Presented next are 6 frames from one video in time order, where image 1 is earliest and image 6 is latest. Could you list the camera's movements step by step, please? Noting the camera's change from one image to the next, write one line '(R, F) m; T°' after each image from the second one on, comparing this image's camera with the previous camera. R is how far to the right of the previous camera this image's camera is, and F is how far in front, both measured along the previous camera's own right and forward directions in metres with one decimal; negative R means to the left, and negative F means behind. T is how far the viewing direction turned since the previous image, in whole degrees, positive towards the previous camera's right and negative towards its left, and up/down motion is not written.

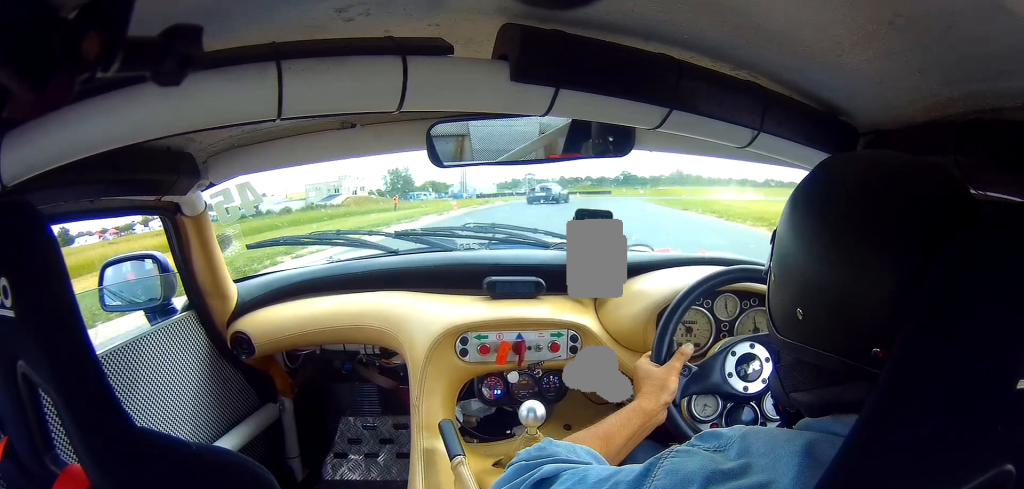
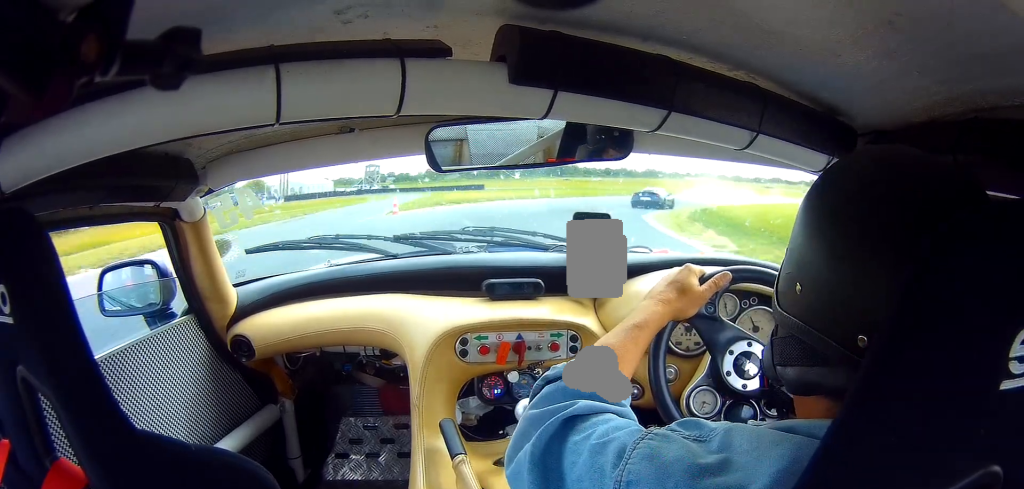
(+2.6, +48.4) m; +13°
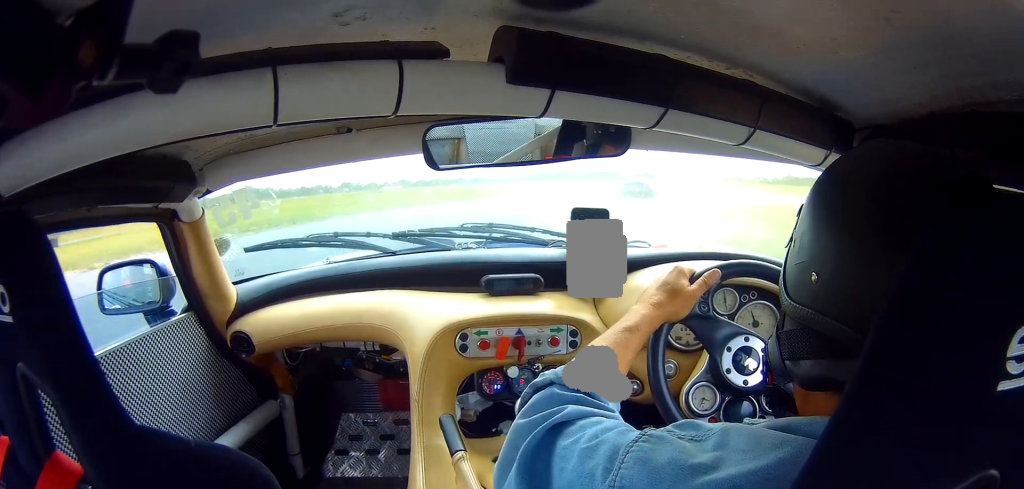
(+9.9, +46.1) m; +22°
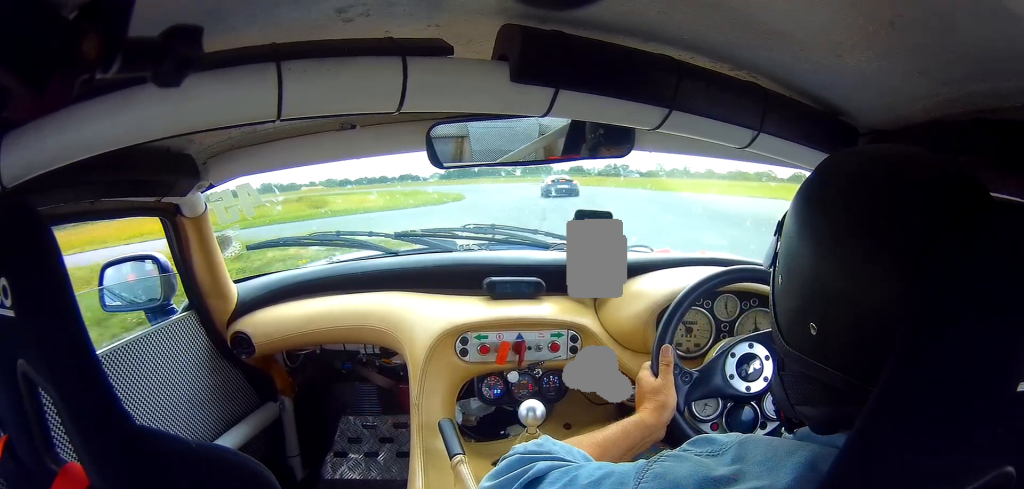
(+2.9, +46.1) m; -1°
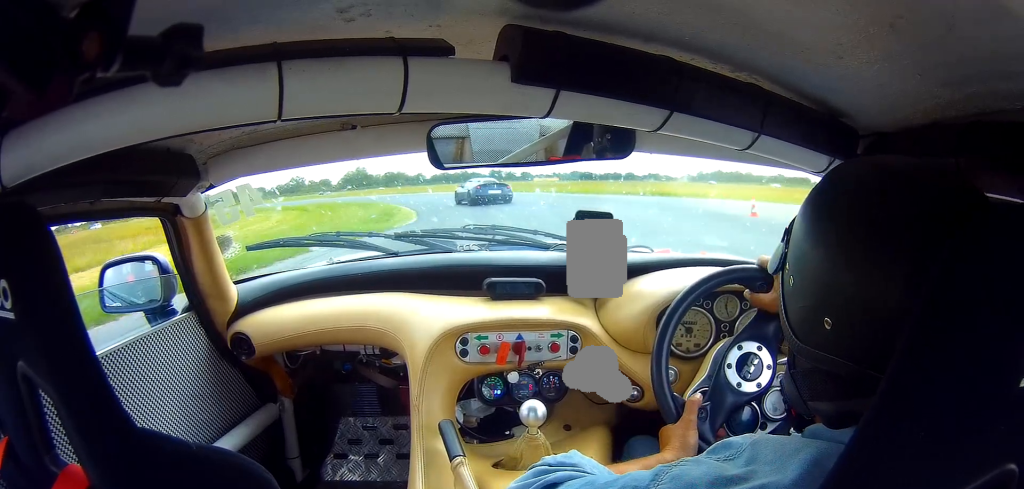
(-8.6, +63.1) m; -23°
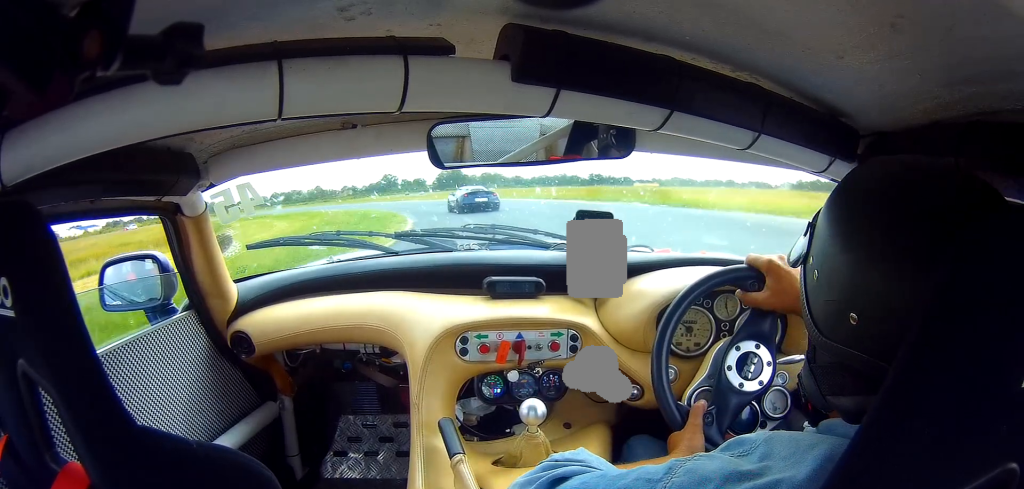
(-0.5, +11.8) m; -10°
